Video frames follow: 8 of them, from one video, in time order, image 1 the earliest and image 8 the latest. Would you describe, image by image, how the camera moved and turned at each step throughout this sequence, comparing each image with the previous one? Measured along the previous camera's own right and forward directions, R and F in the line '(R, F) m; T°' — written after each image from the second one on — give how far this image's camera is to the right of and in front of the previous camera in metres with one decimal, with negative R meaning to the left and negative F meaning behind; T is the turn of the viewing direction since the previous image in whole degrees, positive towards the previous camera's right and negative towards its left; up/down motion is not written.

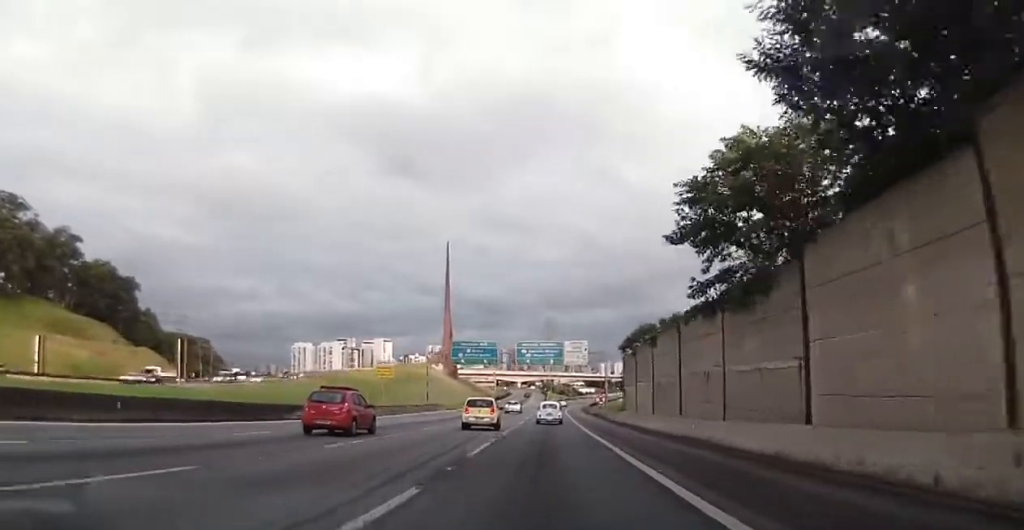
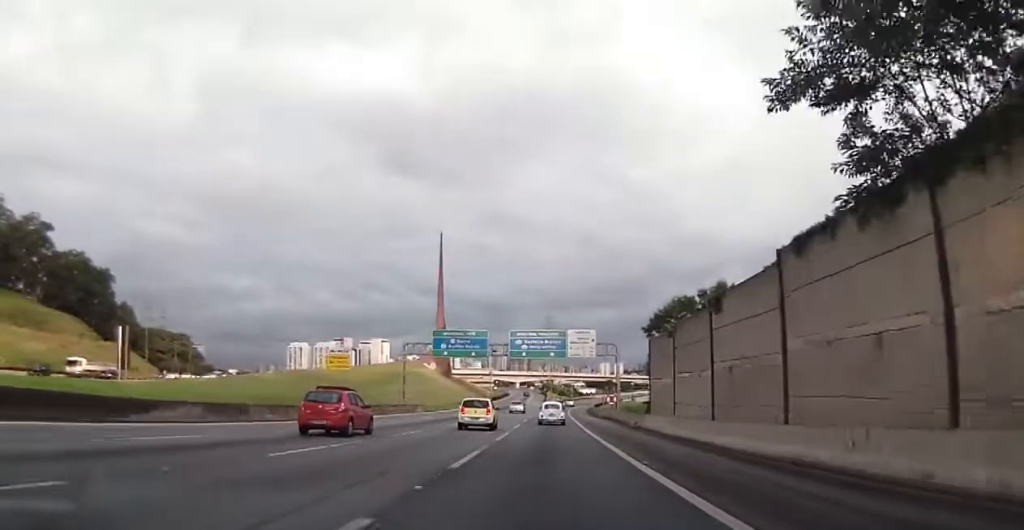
(0.0, +14.4) m; 0°
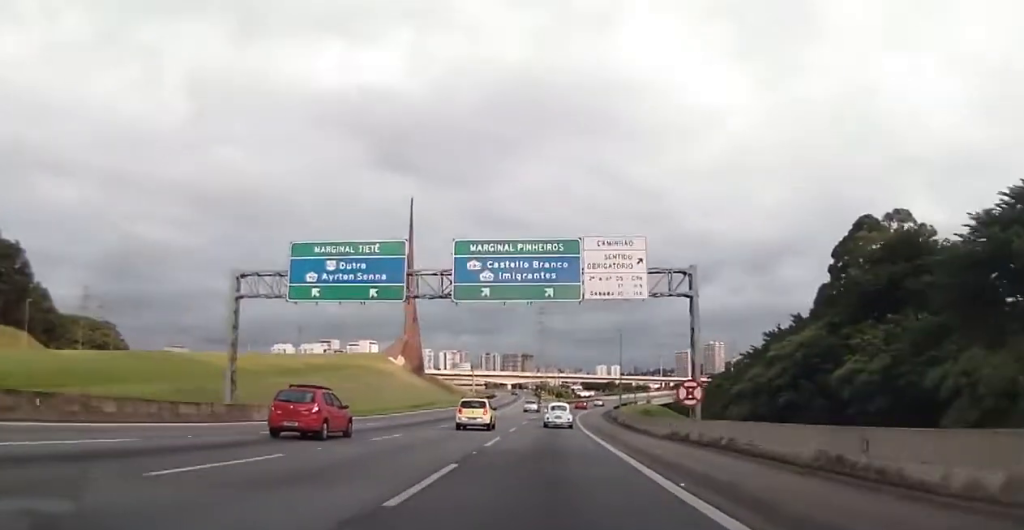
(-0.7, +40.6) m; -1°
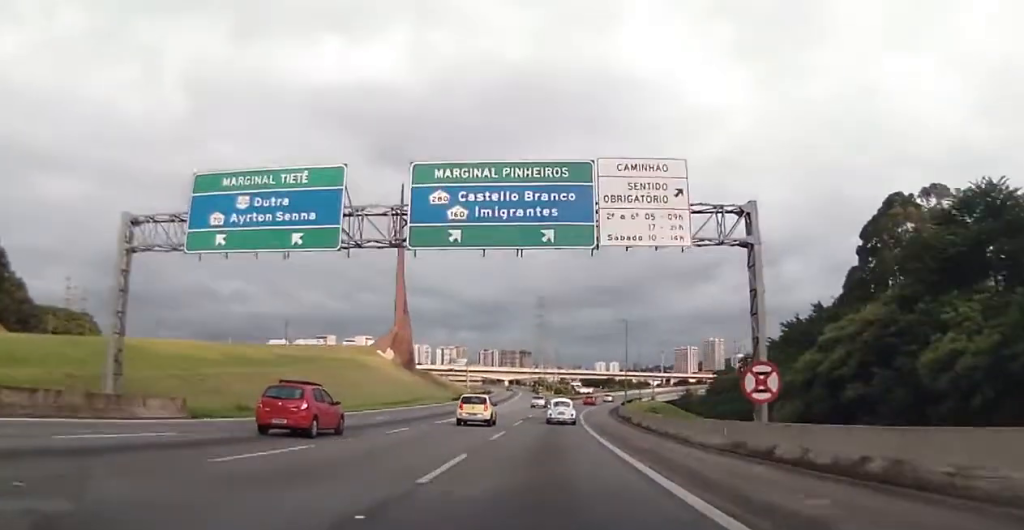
(+0.2, +10.3) m; +1°
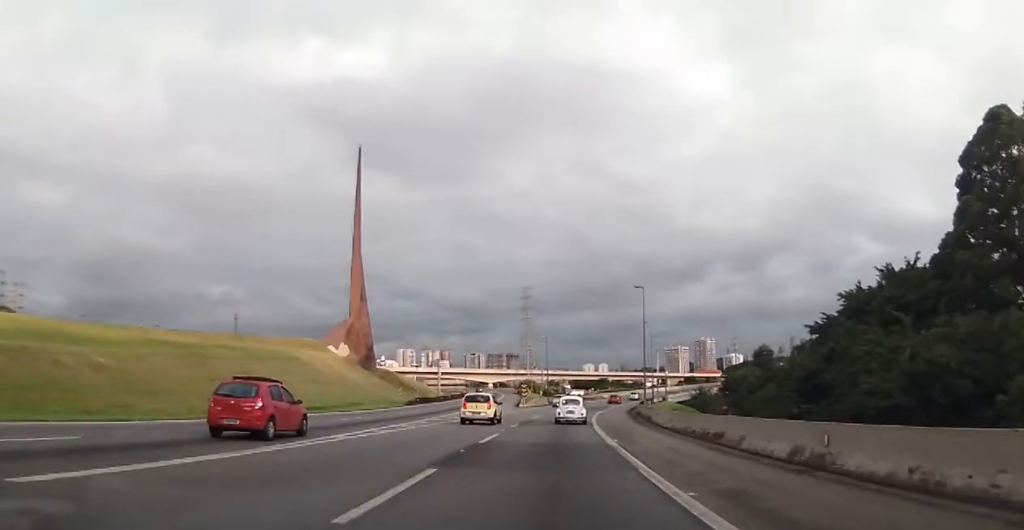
(+0.5, +28.2) m; +1°
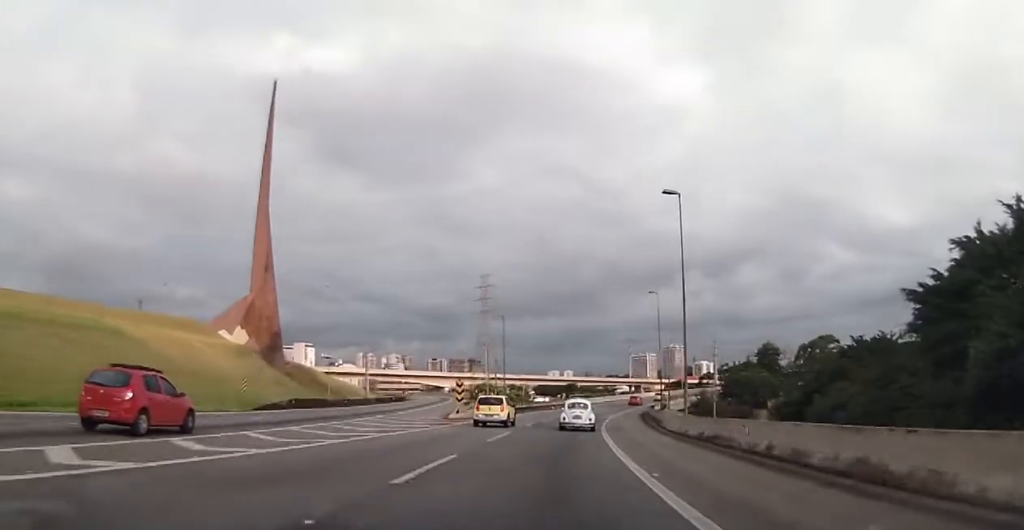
(0.0, +33.7) m; +2°
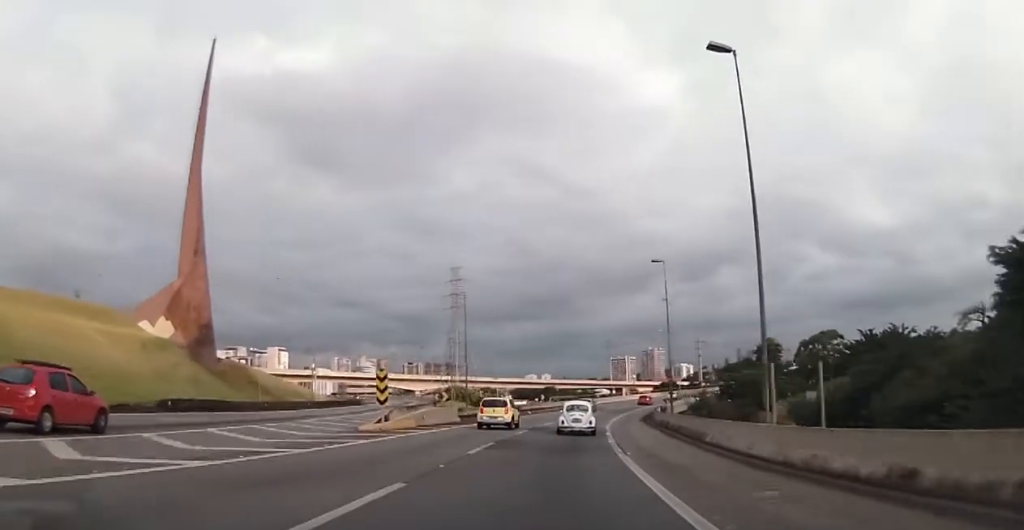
(+0.3, +16.4) m; +2°
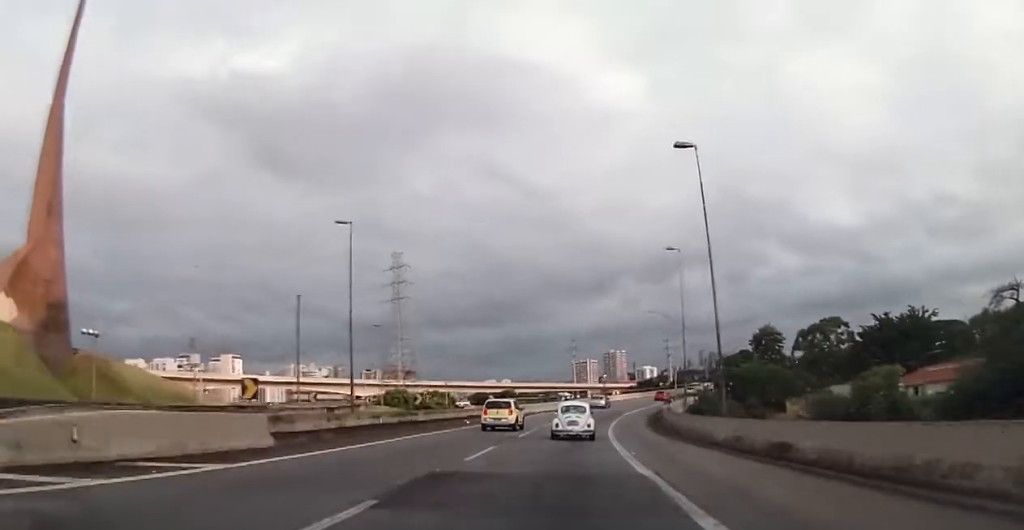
(+0.6, +24.4) m; +2°
